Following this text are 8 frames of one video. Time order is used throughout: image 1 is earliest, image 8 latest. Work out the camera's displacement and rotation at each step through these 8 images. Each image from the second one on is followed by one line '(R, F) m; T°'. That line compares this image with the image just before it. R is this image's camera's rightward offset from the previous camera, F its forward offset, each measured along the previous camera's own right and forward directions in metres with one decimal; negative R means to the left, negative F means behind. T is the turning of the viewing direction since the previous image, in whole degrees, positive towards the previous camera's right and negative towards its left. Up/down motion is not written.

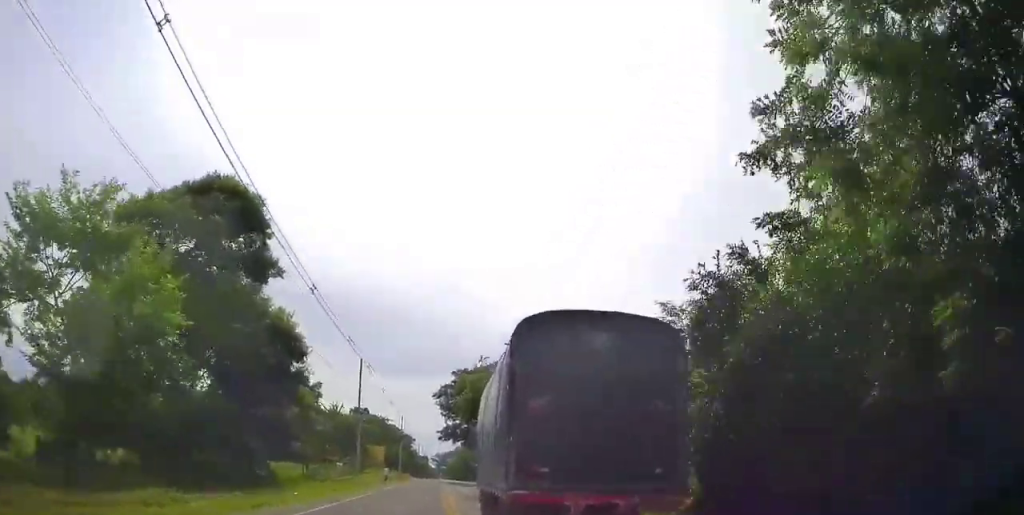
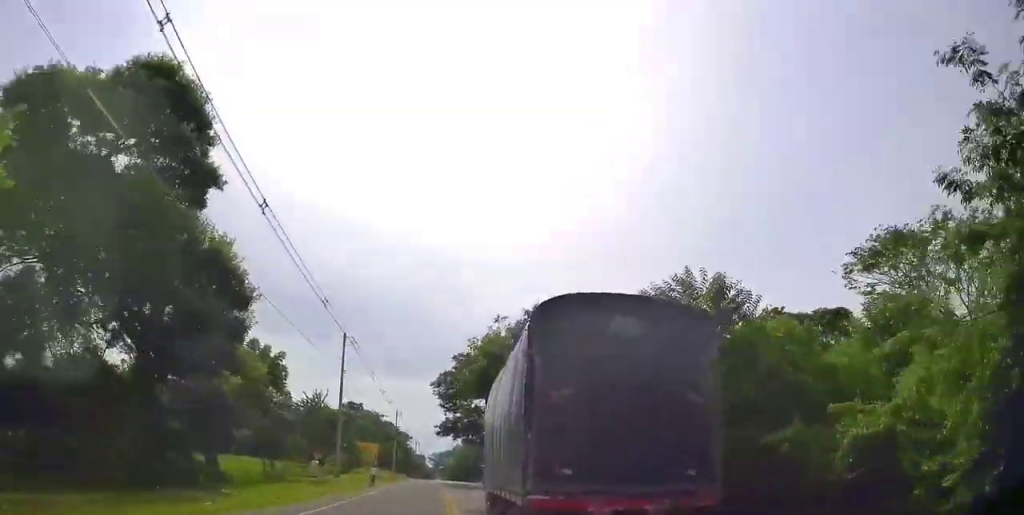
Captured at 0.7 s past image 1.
(0.0, +8.3) m; 0°
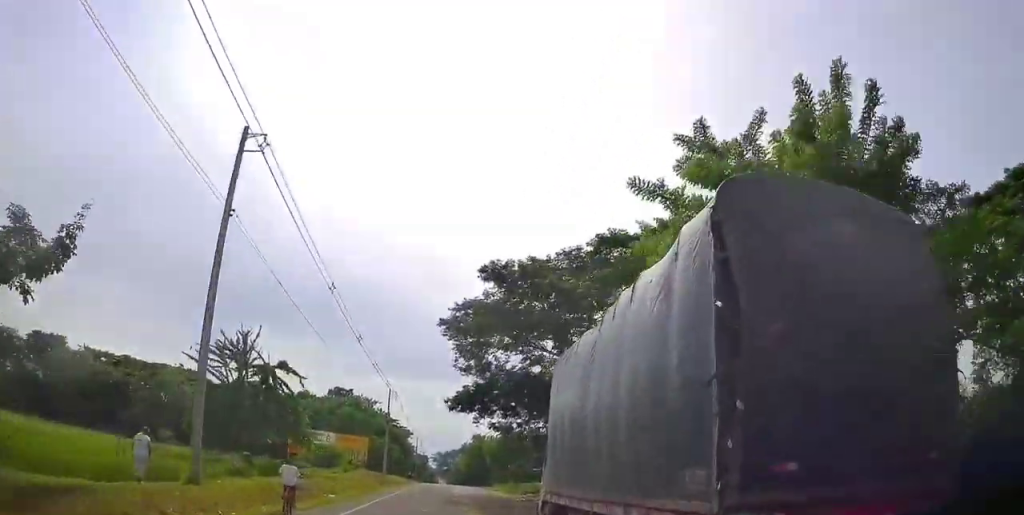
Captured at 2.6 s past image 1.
(-0.1, +24.7) m; 0°
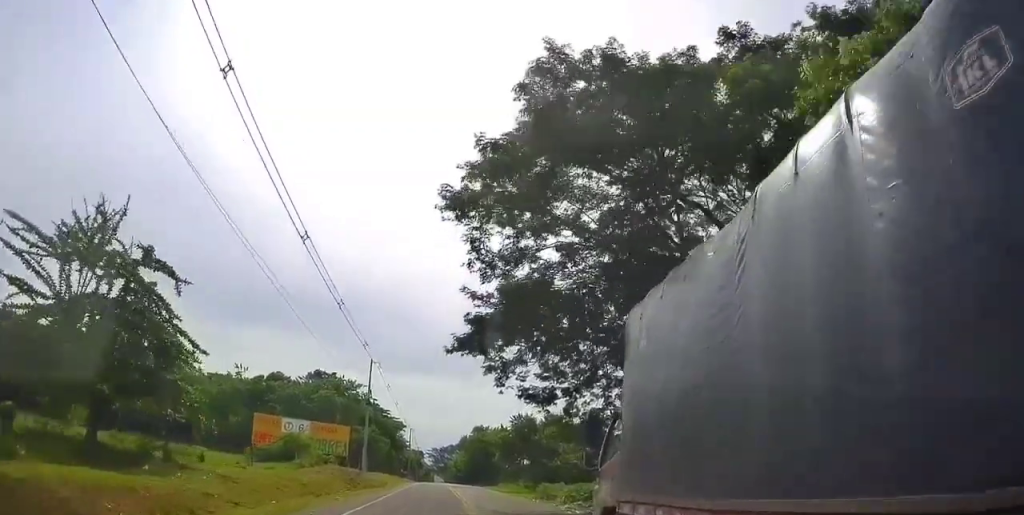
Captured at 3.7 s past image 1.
(0.0, +14.5) m; +1°
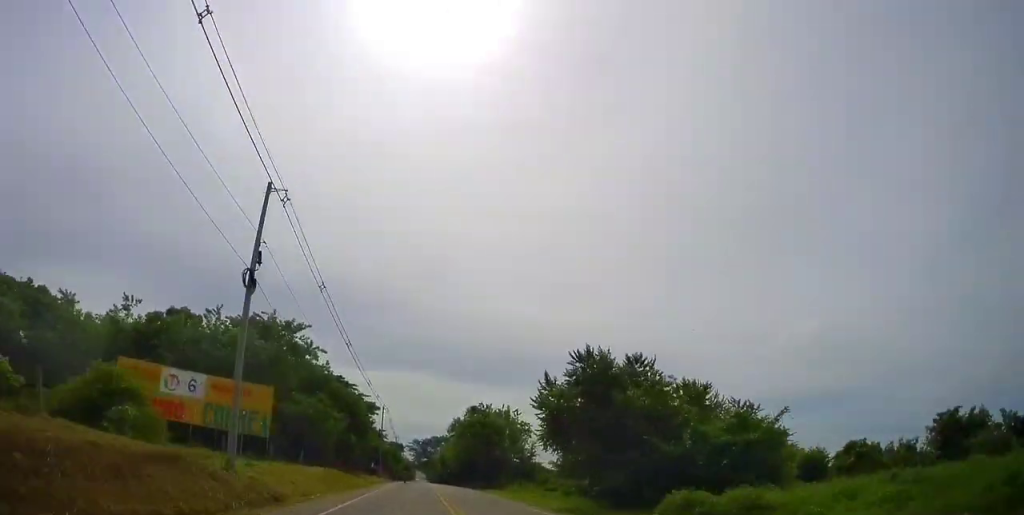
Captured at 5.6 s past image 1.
(+0.8, +27.1) m; +2°
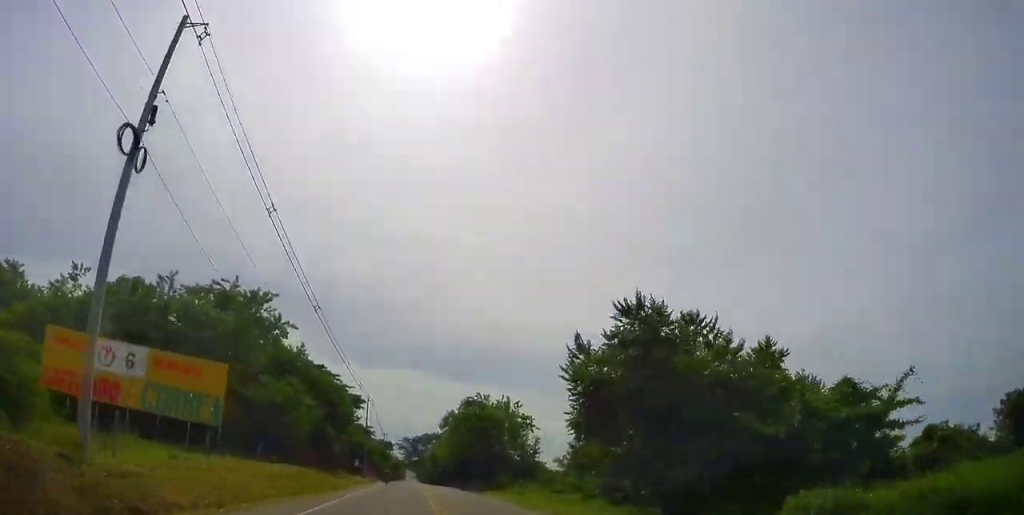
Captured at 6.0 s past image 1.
(0.0, +7.4) m; 0°
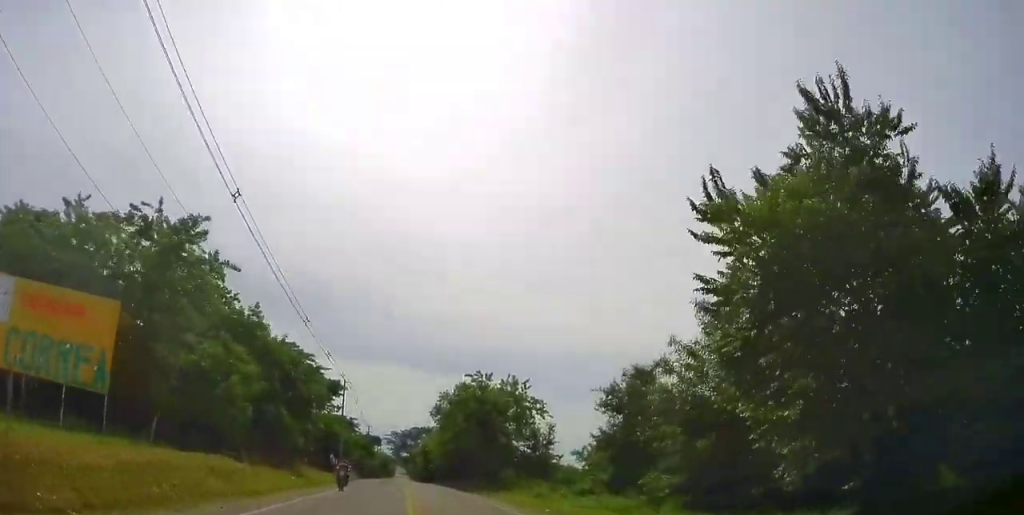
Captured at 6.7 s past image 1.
(-0.1, +11.1) m; 0°
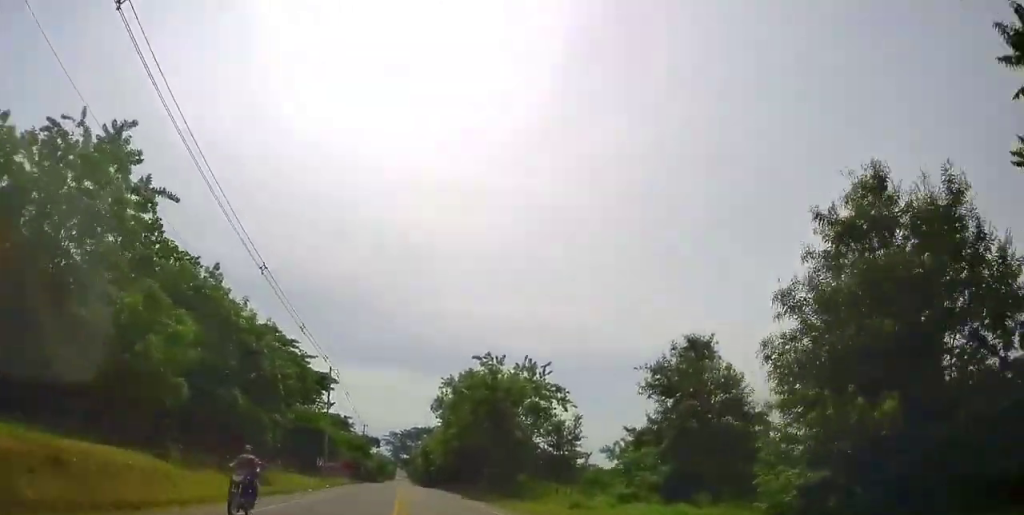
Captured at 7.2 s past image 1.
(0.0, +8.0) m; 0°
